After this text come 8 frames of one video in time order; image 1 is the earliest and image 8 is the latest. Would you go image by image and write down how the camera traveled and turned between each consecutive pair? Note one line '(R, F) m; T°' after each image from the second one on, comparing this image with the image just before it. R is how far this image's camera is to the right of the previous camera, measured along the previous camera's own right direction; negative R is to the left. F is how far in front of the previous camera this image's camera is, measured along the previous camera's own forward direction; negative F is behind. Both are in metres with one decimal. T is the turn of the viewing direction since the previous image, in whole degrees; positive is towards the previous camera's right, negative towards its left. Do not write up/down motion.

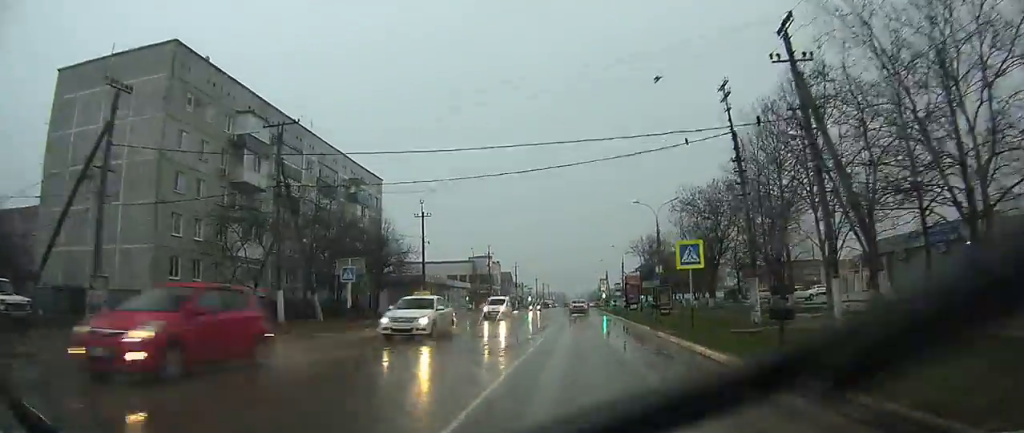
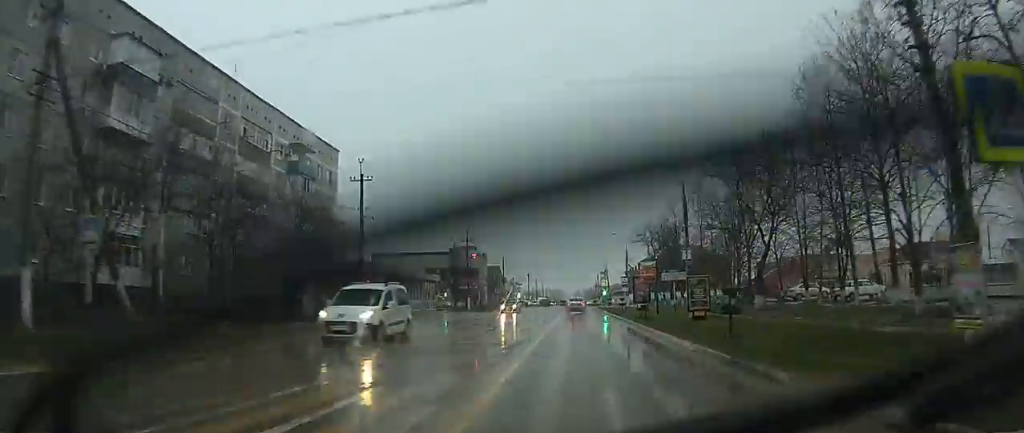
(0.0, +14.9) m; 0°
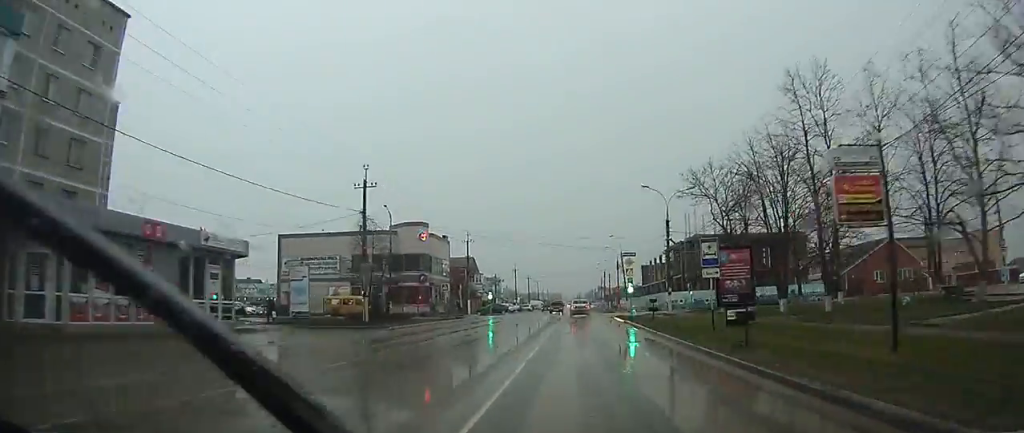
(-0.2, +37.4) m; 0°
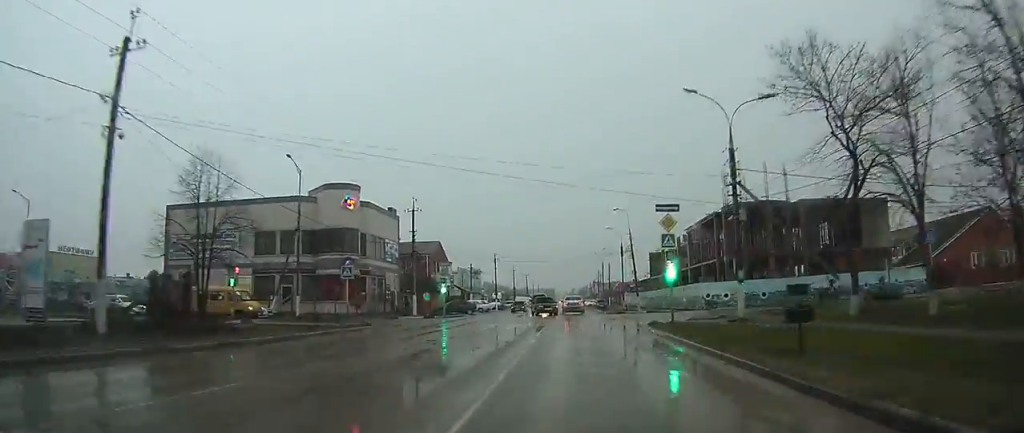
(+0.2, +21.7) m; +1°
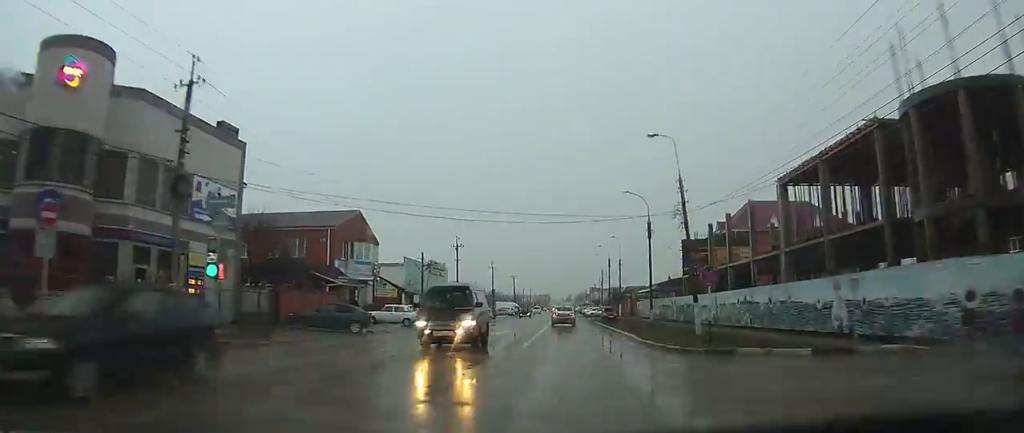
(0.0, +31.5) m; -1°
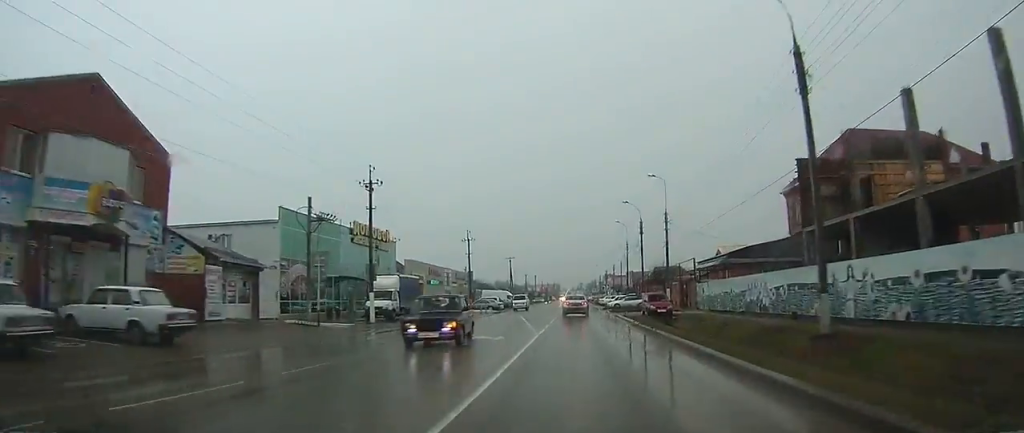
(-0.4, +32.8) m; 0°
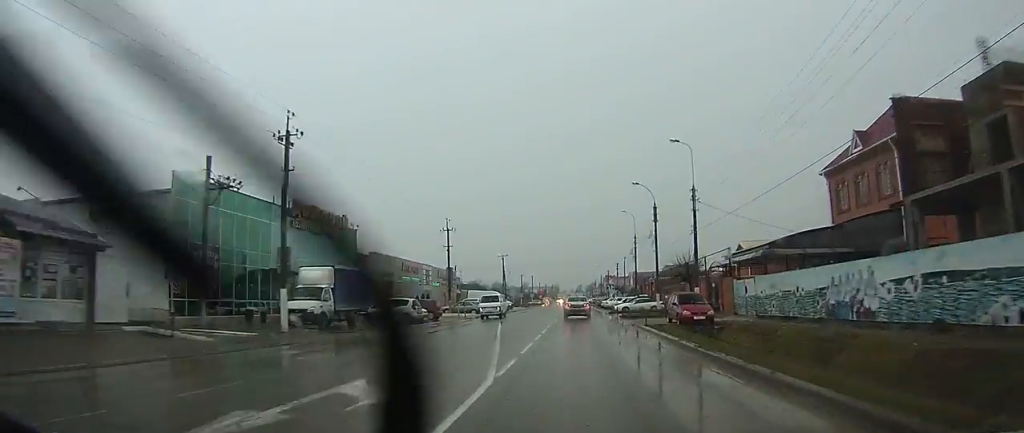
(0.0, +11.5) m; 0°
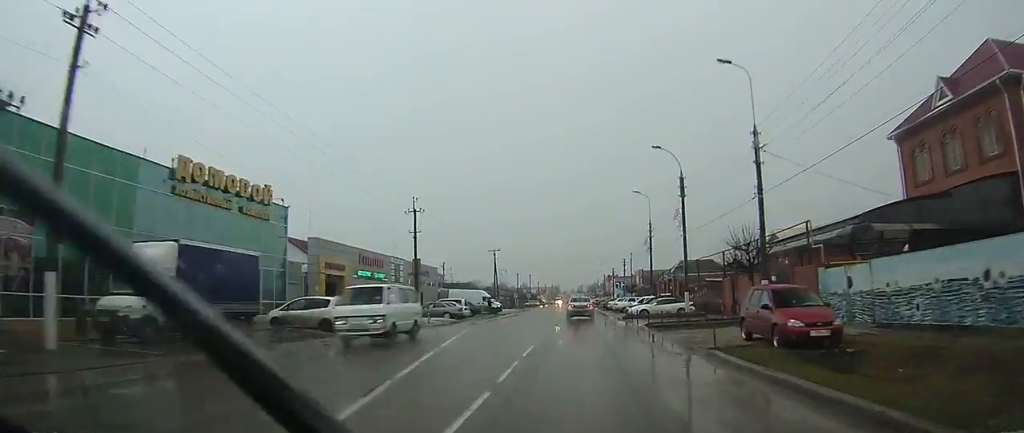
(+0.2, +13.1) m; 0°
